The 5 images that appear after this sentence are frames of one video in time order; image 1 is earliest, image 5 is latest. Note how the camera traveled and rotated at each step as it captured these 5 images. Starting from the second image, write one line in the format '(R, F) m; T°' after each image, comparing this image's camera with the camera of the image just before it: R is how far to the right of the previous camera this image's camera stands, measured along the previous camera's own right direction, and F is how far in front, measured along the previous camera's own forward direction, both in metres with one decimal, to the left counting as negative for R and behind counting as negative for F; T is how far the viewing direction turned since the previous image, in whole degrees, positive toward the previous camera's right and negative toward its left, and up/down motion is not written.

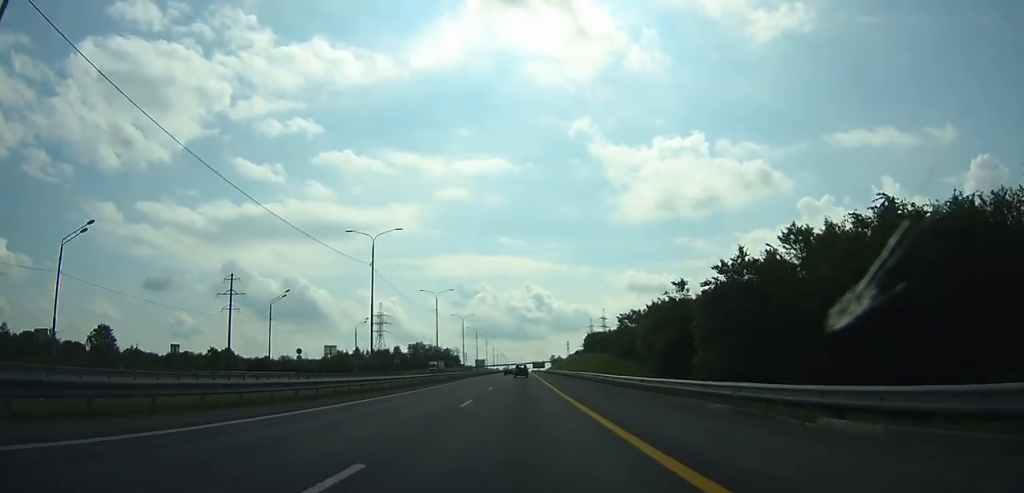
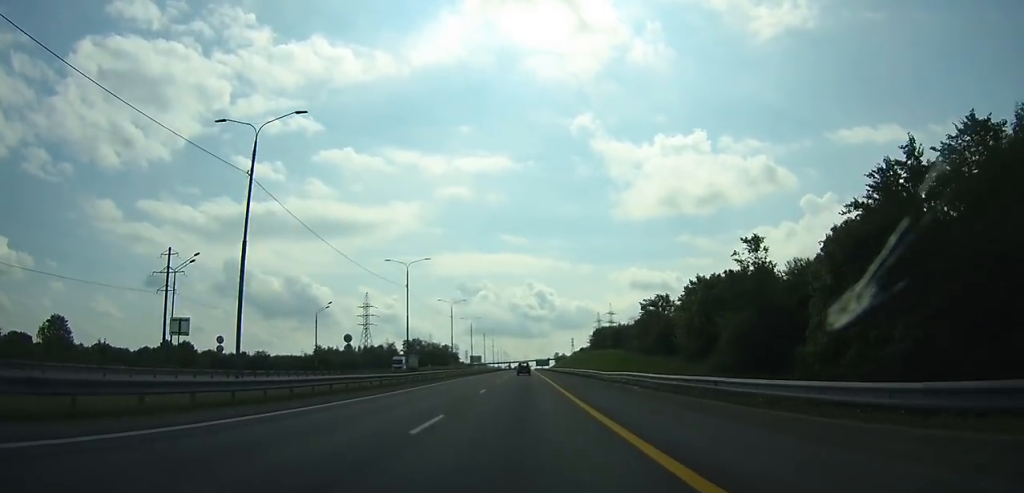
(0.0, +24.0) m; 0°
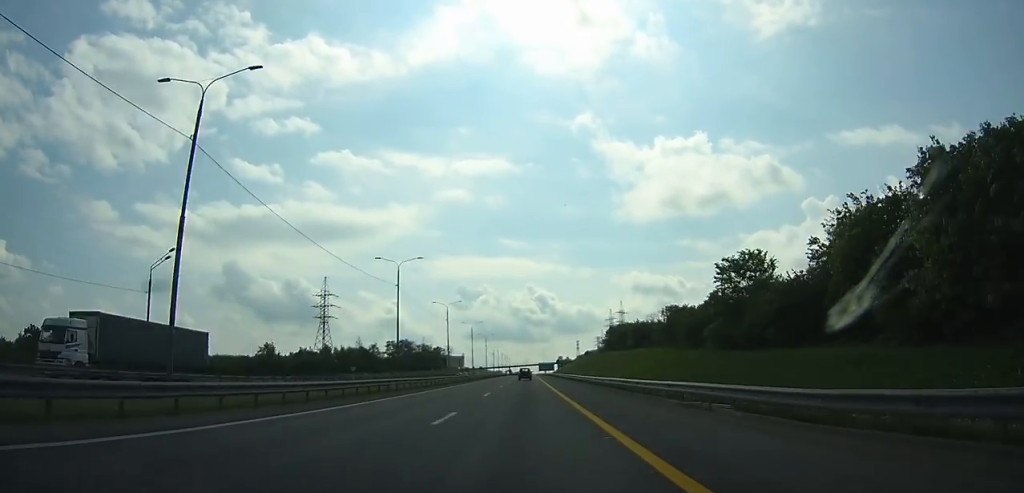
(-0.1, +43.6) m; 0°
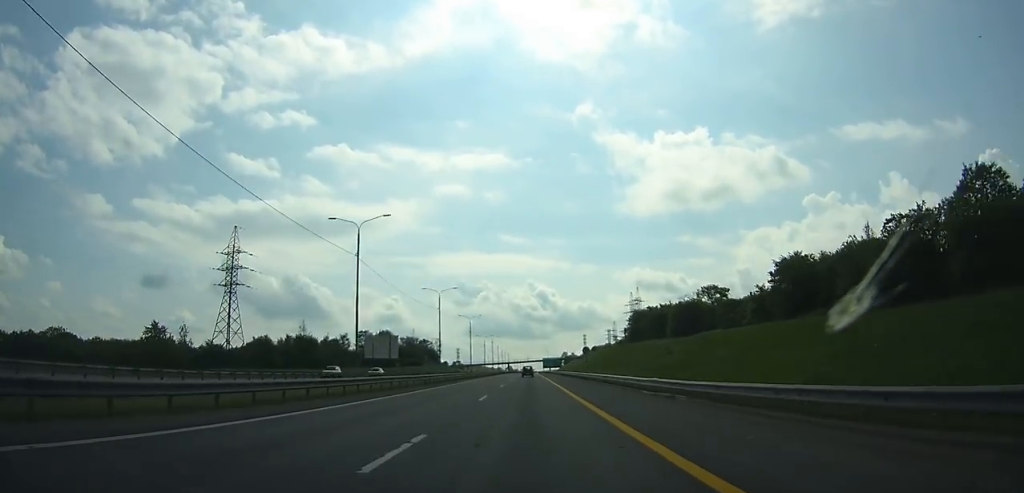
(0.0, +55.2) m; 0°
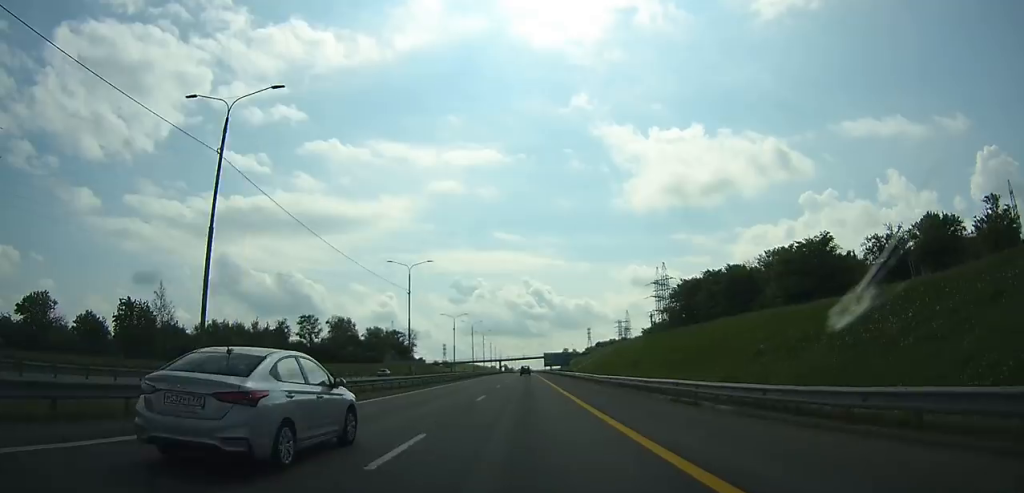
(+0.1, +64.2) m; 0°
